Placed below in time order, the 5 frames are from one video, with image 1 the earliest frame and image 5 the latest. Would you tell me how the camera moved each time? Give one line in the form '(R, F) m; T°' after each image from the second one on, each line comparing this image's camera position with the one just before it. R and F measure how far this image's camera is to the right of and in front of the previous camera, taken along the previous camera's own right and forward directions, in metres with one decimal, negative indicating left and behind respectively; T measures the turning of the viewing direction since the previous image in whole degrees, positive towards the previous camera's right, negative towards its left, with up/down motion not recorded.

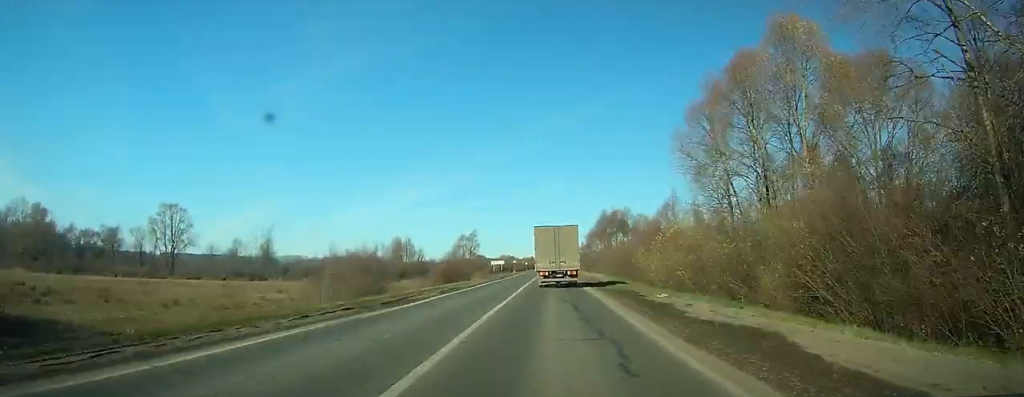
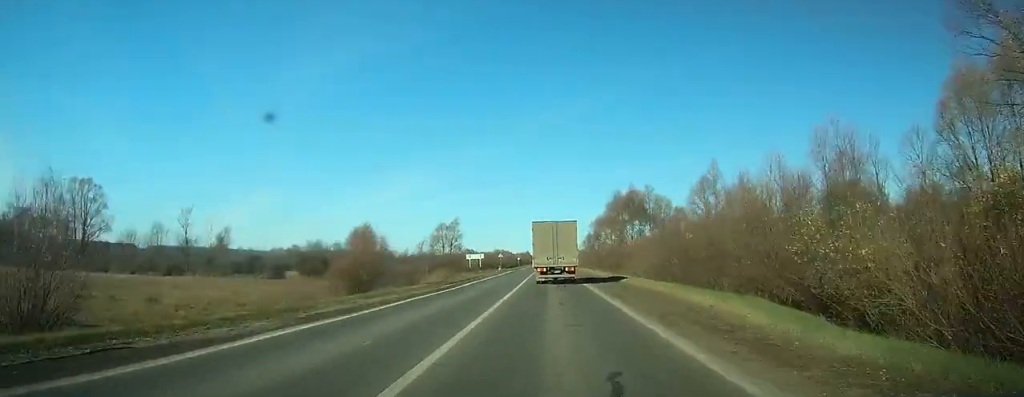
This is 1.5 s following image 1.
(0.0, +31.7) m; 0°
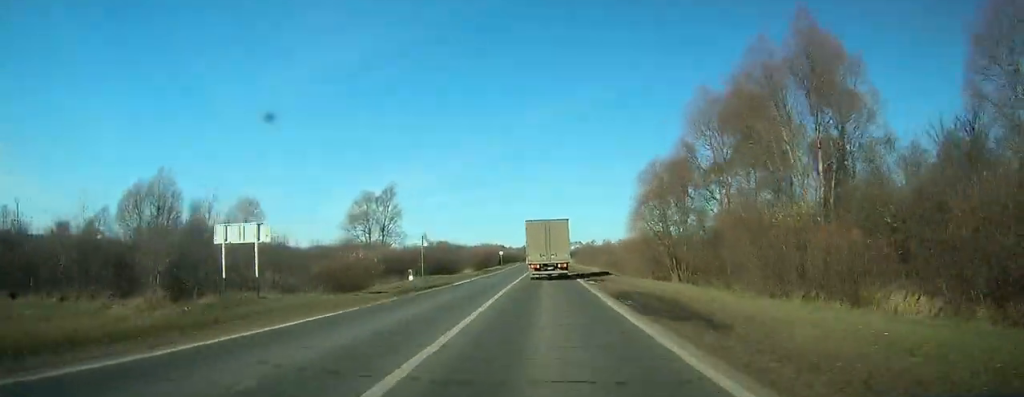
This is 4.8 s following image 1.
(+0.6, +65.8) m; +1°
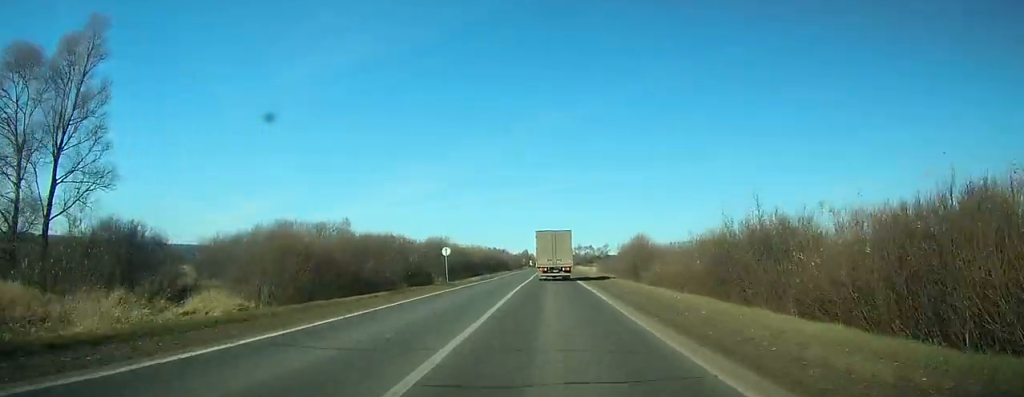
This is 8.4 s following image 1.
(-0.2, +67.1) m; -1°
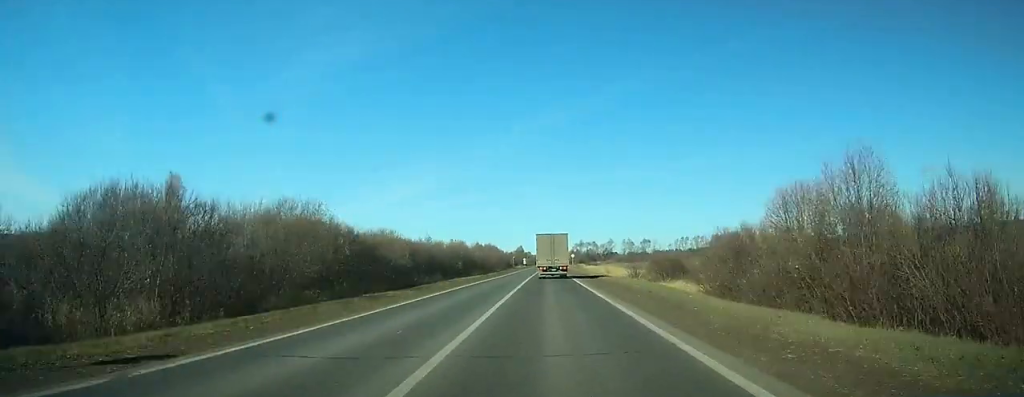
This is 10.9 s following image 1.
(-0.2, +46.8) m; 0°
